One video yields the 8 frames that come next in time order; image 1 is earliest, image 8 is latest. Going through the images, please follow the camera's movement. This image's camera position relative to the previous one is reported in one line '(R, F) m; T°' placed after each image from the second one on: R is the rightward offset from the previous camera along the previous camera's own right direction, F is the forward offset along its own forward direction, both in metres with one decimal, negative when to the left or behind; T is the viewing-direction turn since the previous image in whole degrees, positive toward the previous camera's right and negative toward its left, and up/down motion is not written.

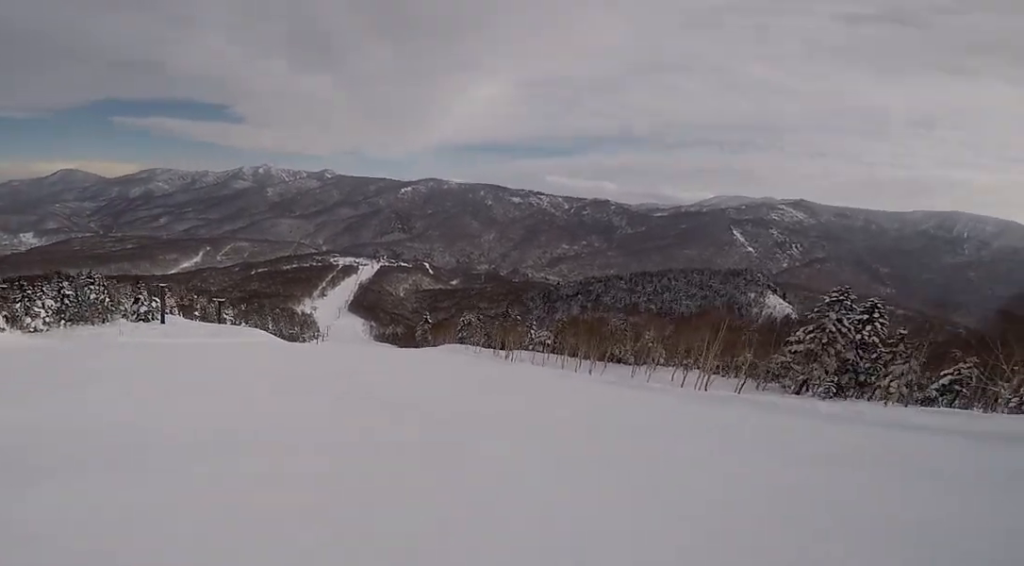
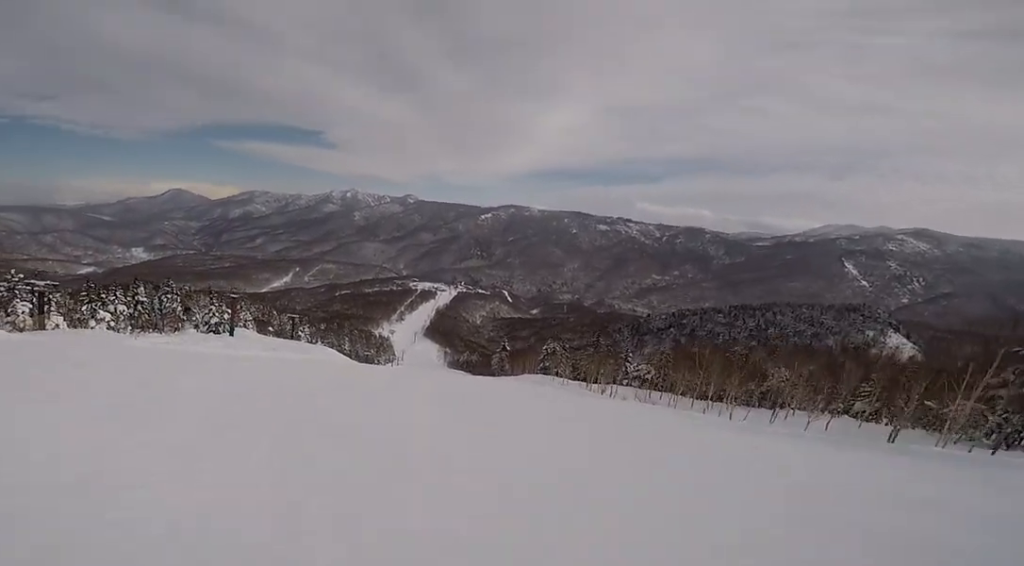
(-1.9, +7.2) m; -22°
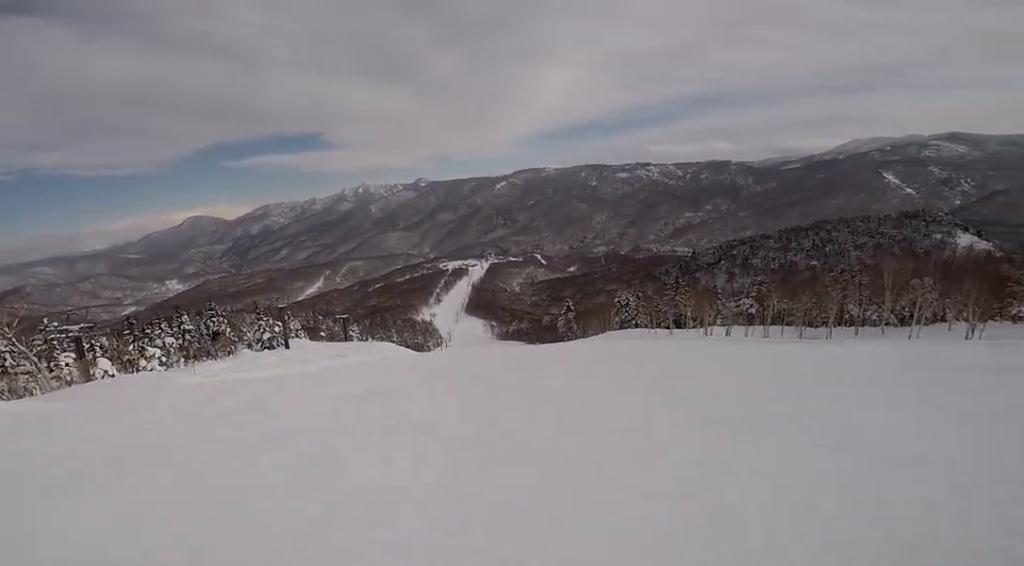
(-0.2, +9.2) m; +37°
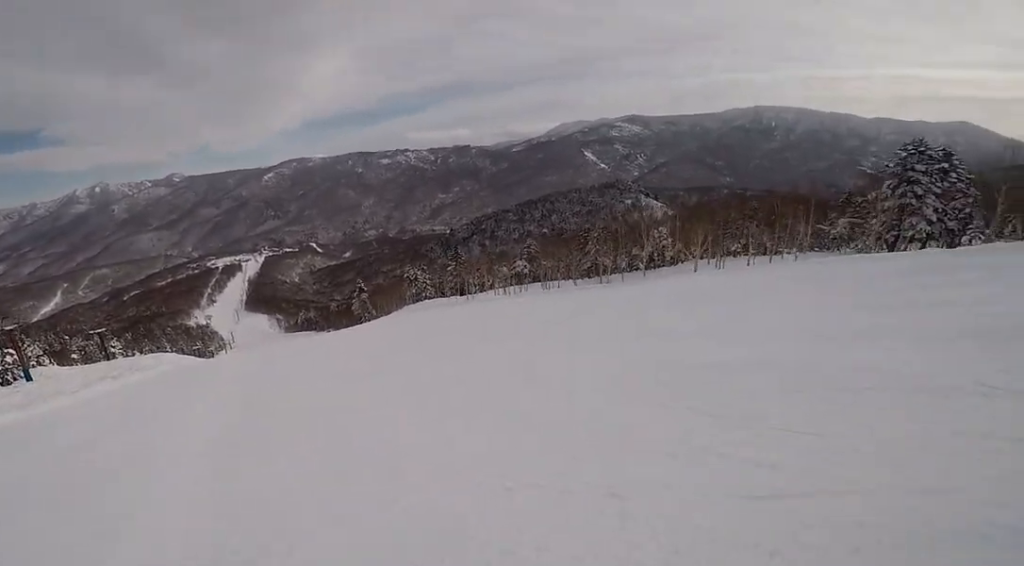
(+3.0, +4.6) m; +31°
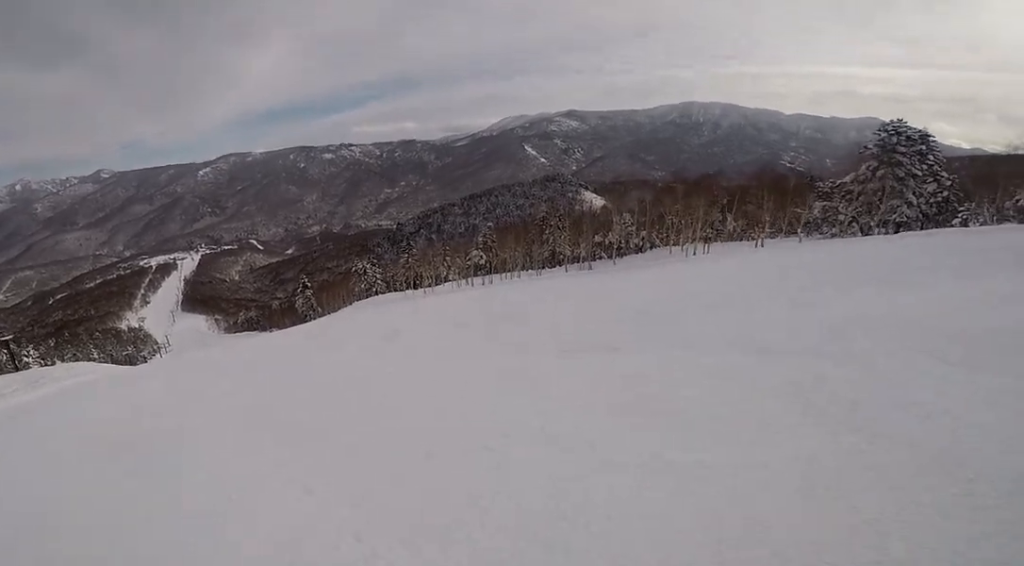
(+0.7, +6.2) m; 0°
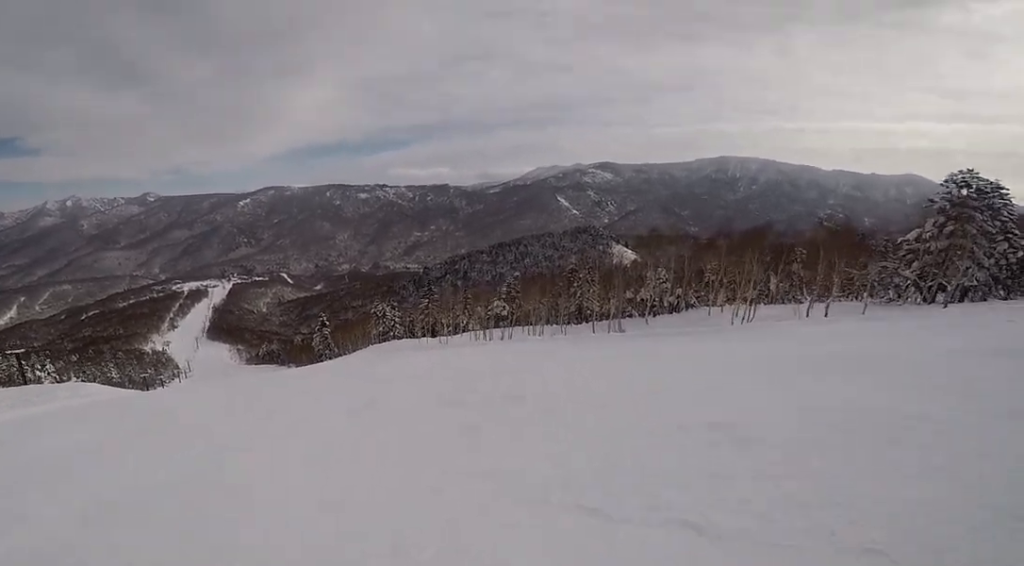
(-0.3, +3.6) m; -18°
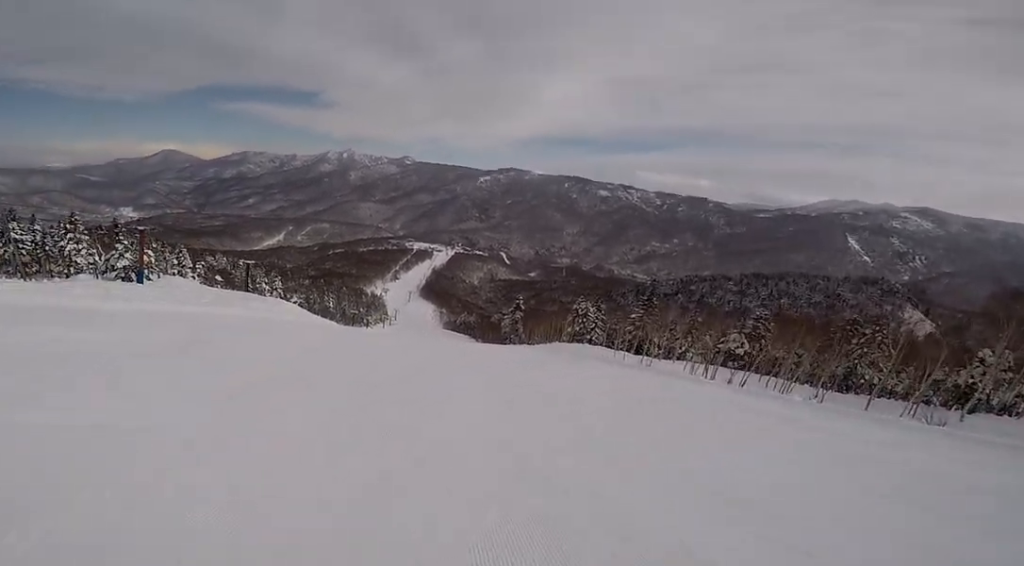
(-2.1, +5.5) m; -34°
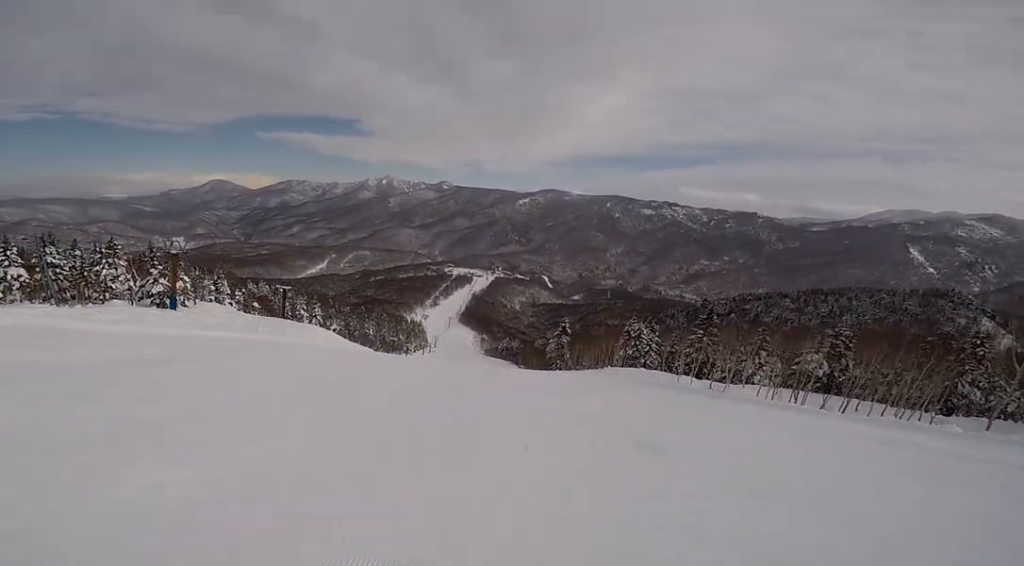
(-0.6, +3.6) m; -6°
